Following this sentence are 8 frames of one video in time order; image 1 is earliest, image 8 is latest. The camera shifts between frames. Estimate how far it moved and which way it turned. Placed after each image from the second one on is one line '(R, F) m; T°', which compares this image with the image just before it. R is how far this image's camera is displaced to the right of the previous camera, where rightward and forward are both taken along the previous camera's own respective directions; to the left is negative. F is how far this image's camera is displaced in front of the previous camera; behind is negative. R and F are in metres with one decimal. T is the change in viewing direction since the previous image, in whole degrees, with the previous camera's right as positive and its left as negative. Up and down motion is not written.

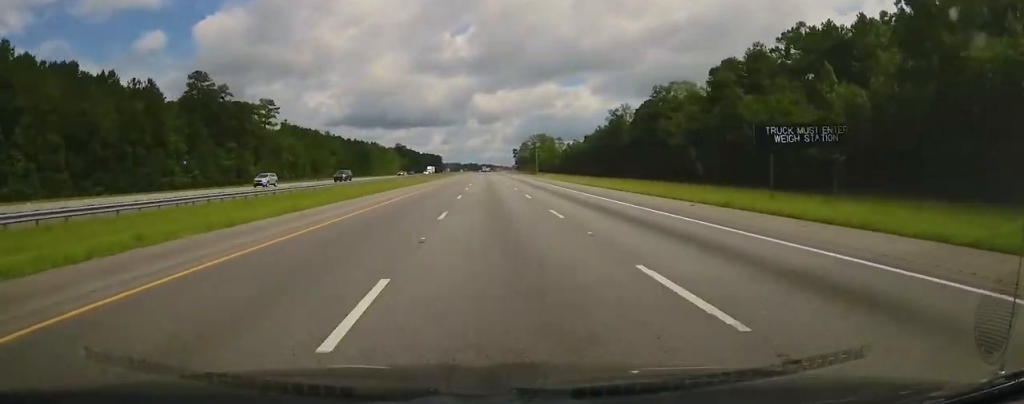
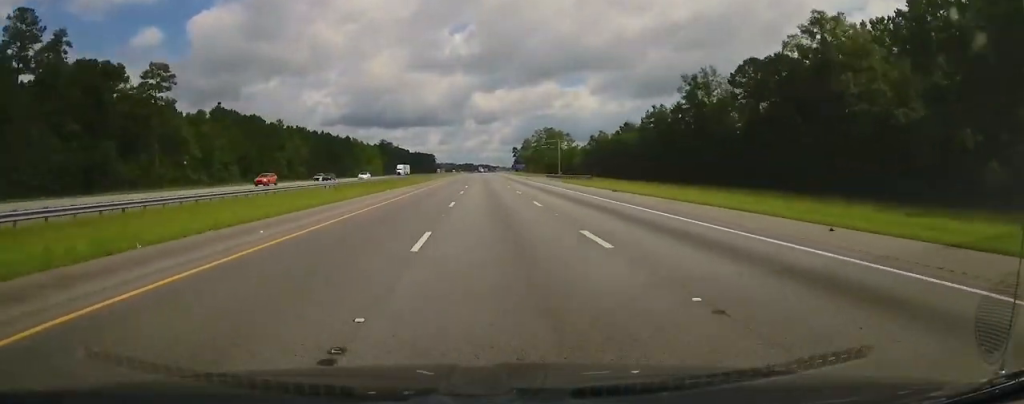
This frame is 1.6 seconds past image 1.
(-0.3, +57.1) m; 0°
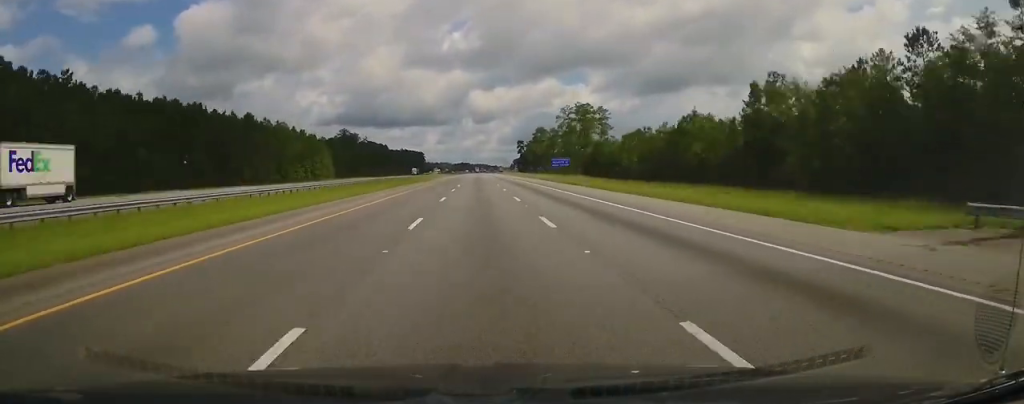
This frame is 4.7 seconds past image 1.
(+0.3, +109.6) m; 0°
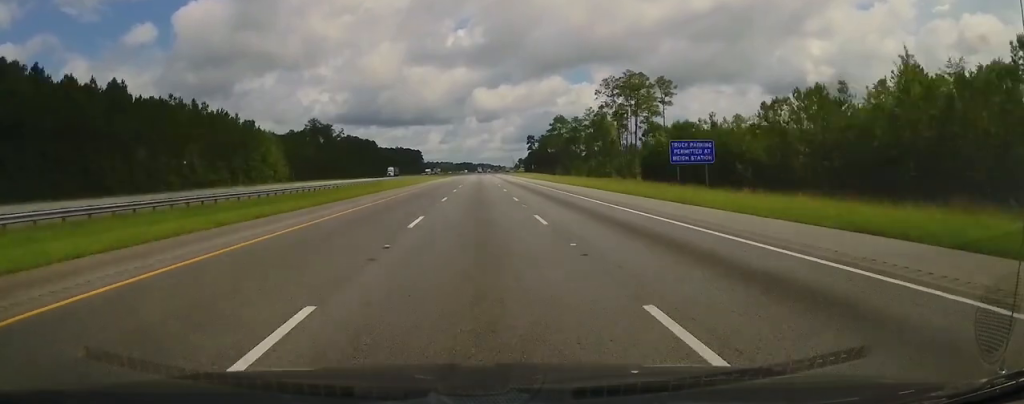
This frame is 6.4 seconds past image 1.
(+0.1, +62.0) m; 0°
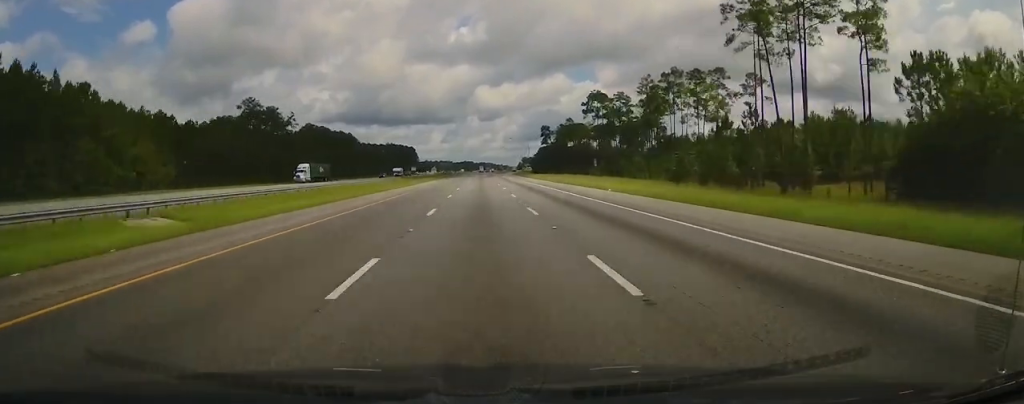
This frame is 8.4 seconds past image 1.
(0.0, +71.6) m; 0°
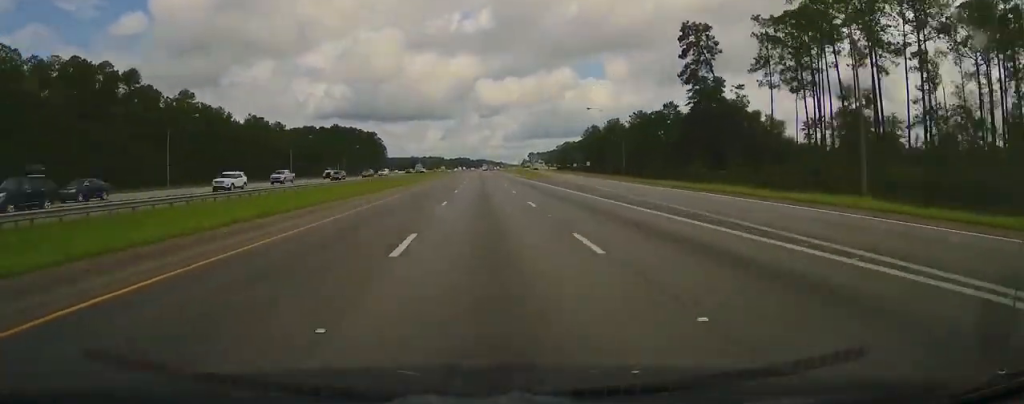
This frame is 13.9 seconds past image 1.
(-0.5, +195.9) m; 0°
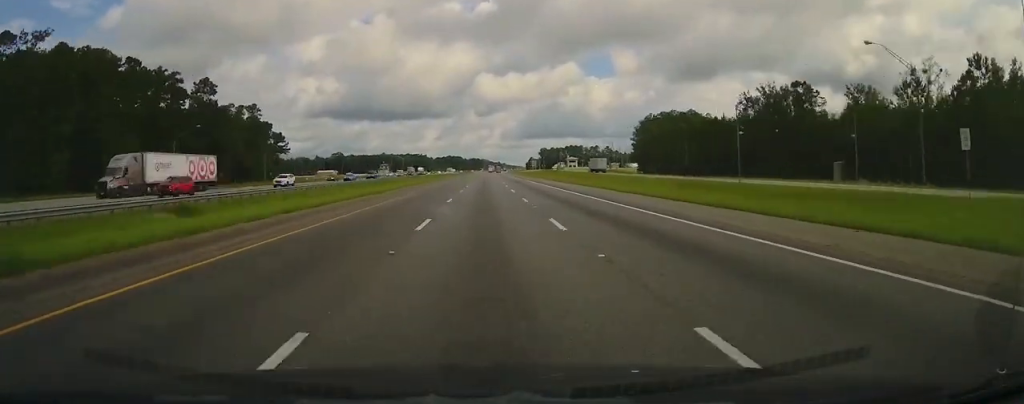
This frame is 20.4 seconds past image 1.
(+1.3, +233.3) m; +1°
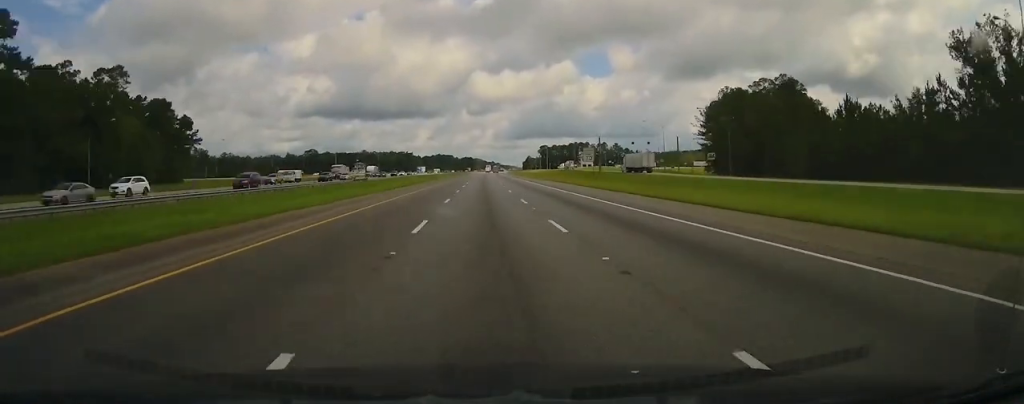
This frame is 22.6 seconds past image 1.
(+0.2, +76.1) m; +1°
